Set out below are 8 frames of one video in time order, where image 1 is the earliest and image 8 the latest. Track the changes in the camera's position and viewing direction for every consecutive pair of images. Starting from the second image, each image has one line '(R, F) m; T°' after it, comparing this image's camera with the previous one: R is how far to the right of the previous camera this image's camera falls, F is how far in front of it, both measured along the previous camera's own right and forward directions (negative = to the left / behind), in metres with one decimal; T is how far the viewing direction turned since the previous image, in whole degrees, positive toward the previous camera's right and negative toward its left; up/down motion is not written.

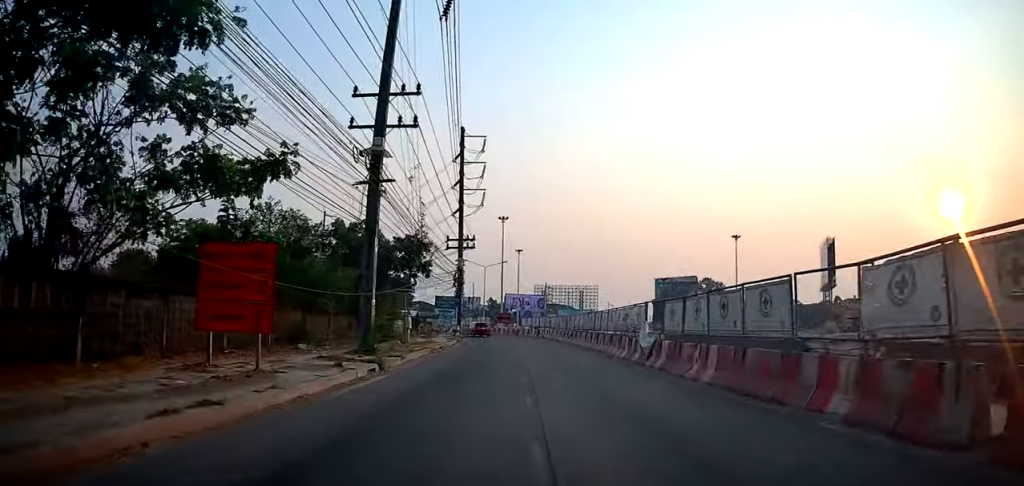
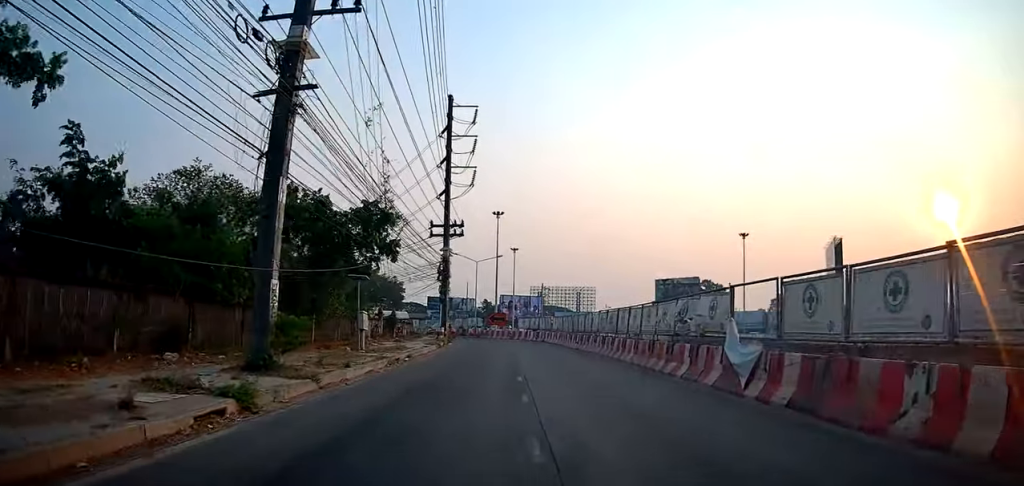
(+0.4, +8.0) m; +1°
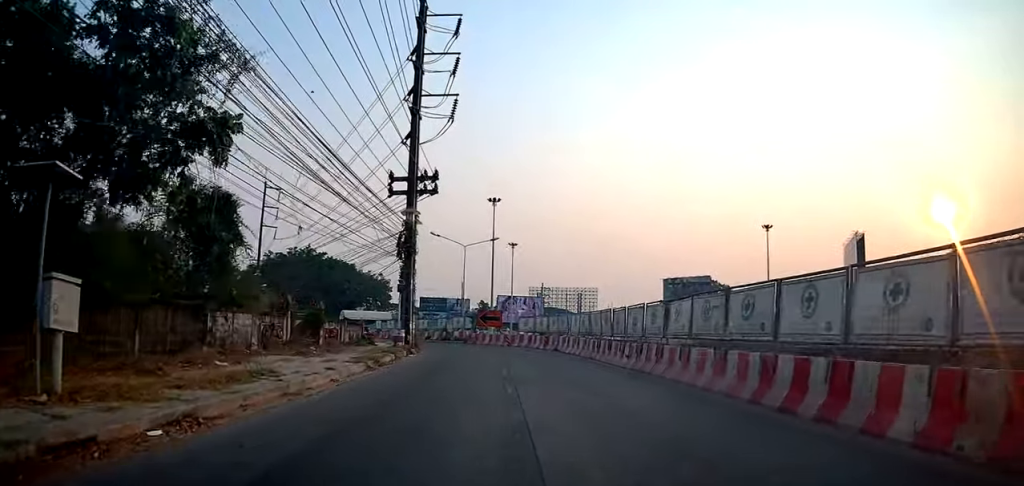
(-0.2, +14.6) m; -4°
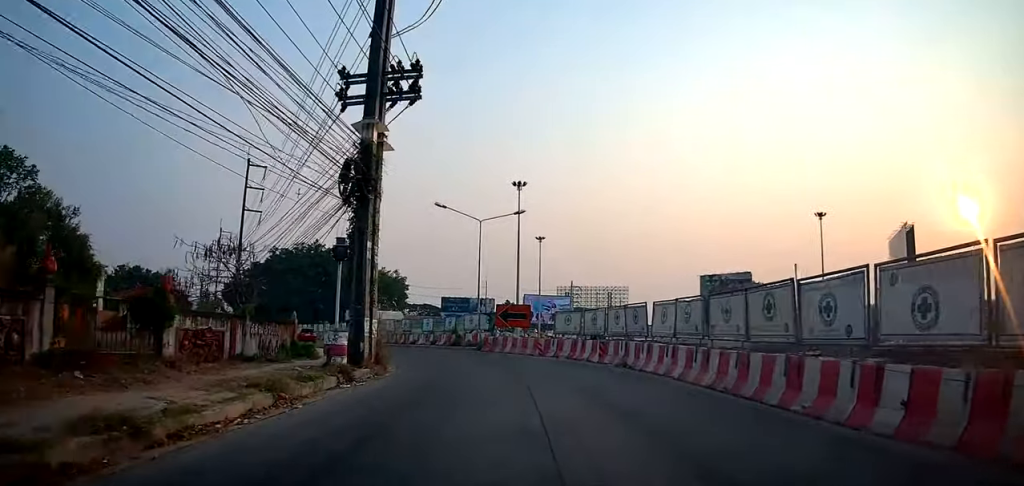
(-0.5, +12.4) m; -2°
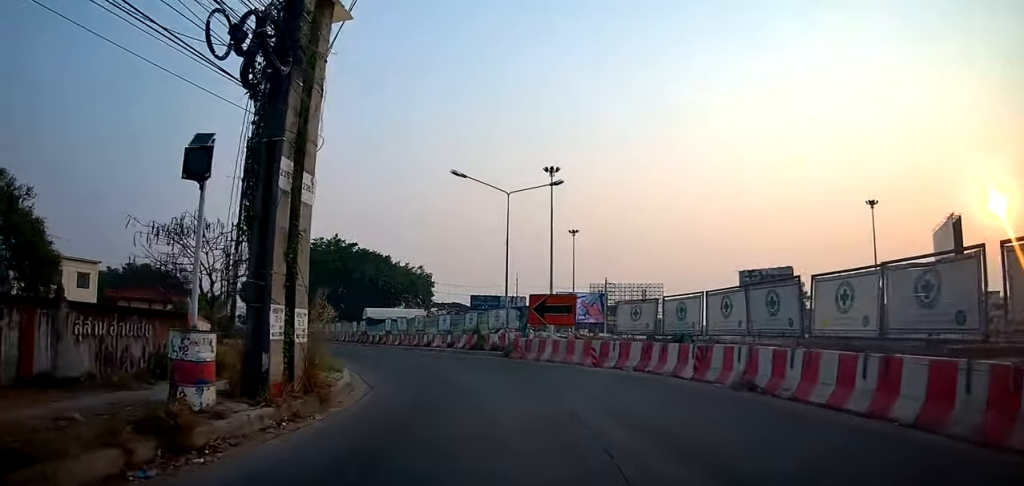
(+0.1, +8.0) m; 0°
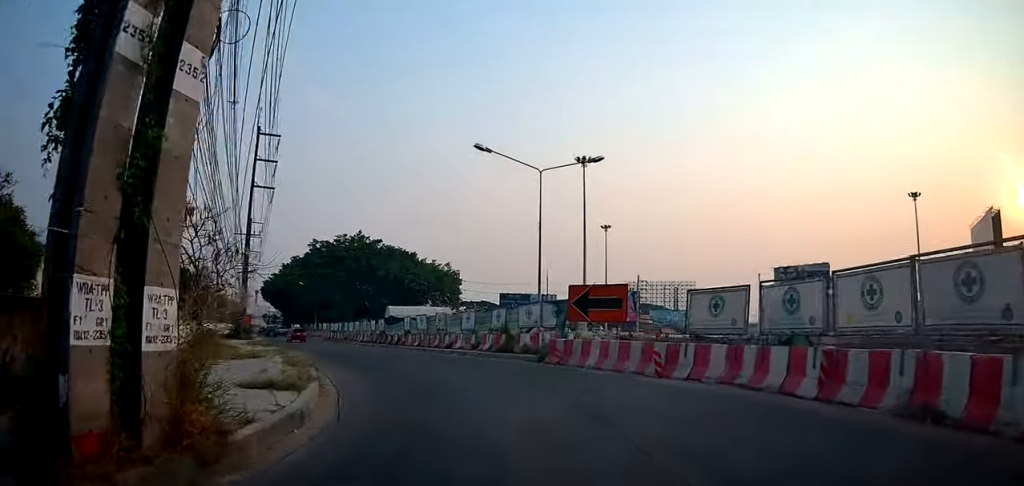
(+0.1, +4.6) m; -2°
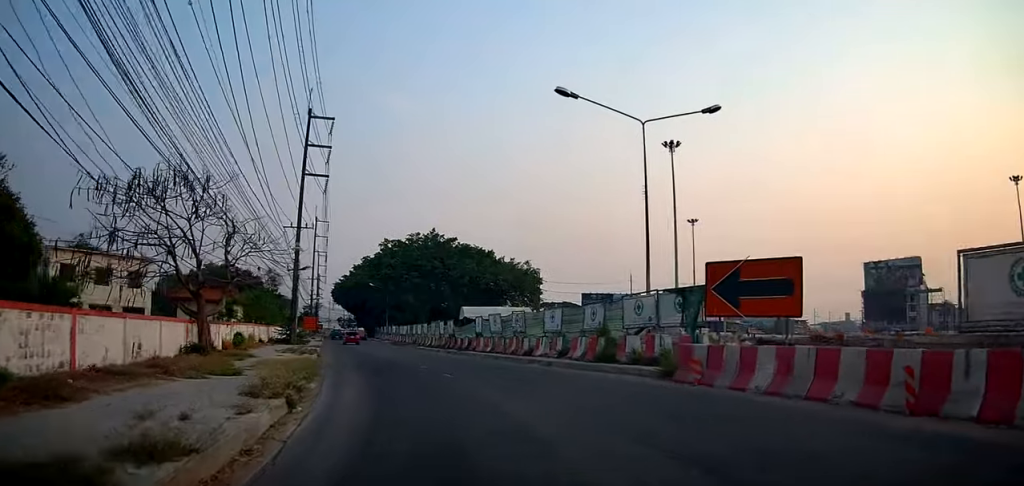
(-0.3, +7.0) m; -4°
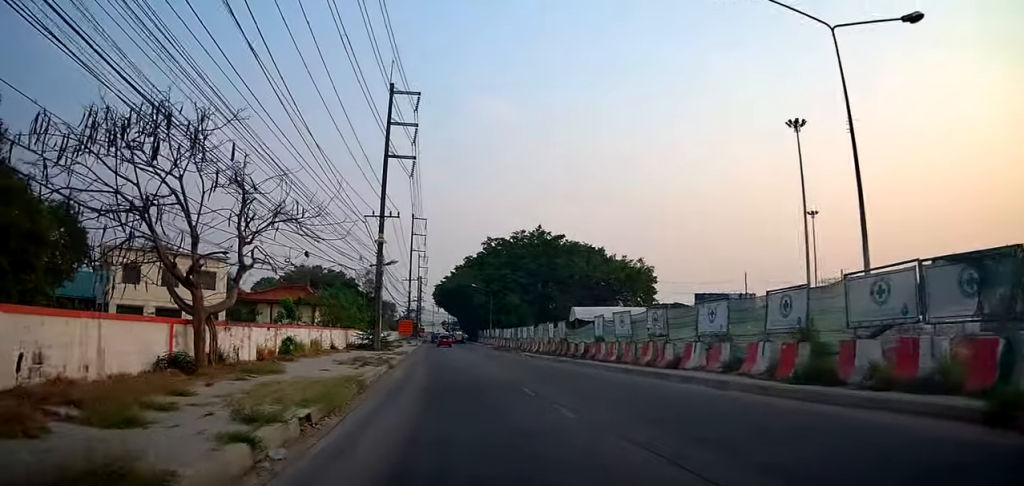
(-0.3, +7.5) m; -9°
